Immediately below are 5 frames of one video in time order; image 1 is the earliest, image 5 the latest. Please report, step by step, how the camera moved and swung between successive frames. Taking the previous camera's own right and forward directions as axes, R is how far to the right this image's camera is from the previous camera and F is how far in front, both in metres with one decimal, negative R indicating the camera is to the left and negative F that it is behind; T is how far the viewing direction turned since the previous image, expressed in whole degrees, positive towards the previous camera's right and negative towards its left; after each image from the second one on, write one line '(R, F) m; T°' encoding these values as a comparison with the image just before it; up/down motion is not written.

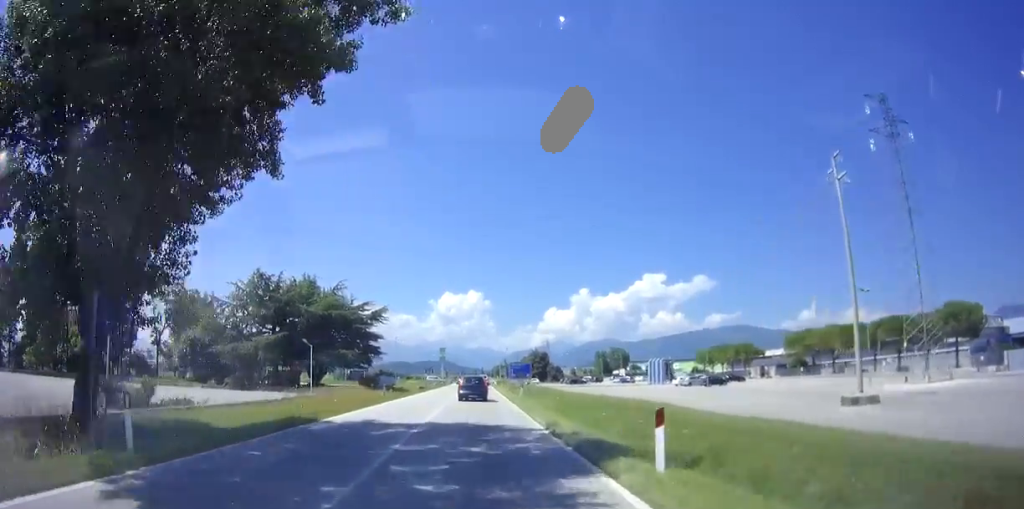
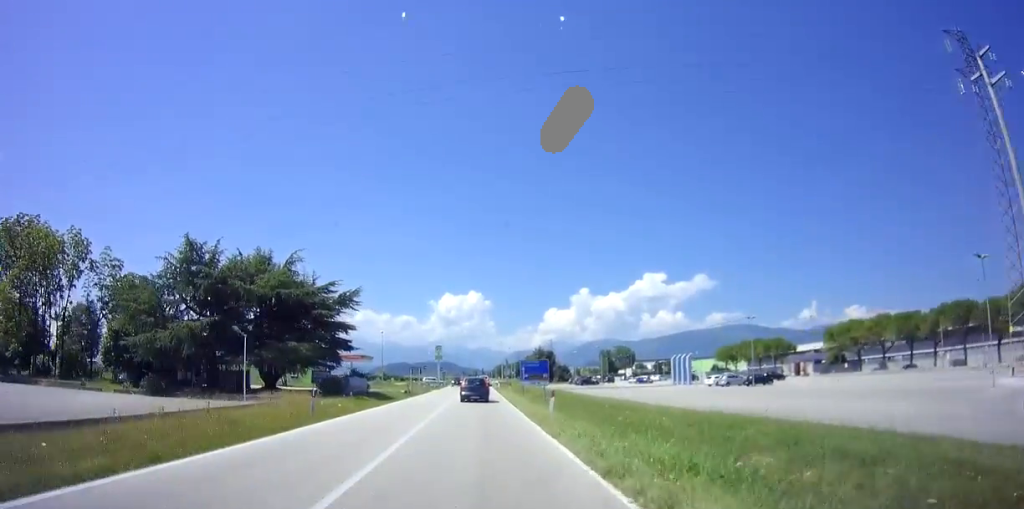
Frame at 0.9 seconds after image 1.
(0.0, +13.3) m; 0°
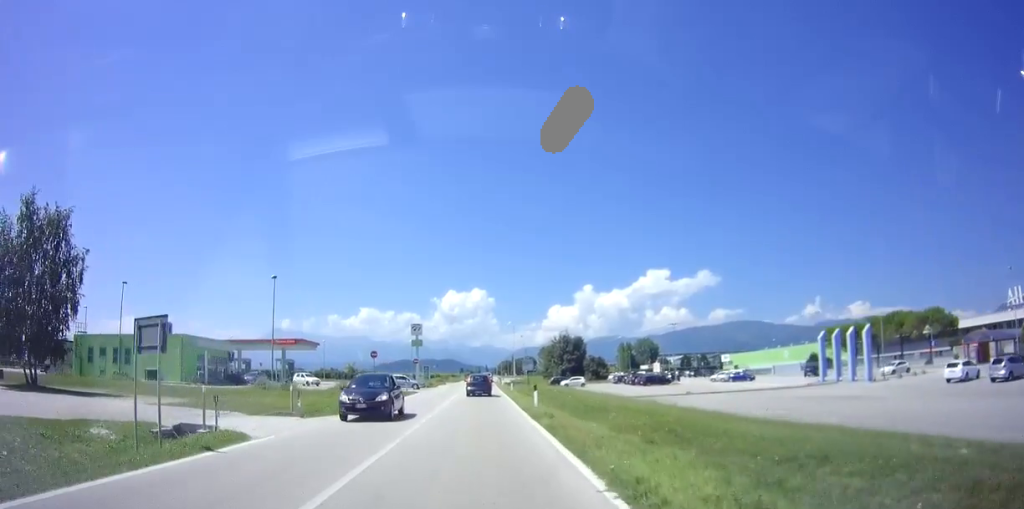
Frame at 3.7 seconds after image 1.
(+0.1, +44.6) m; 0°
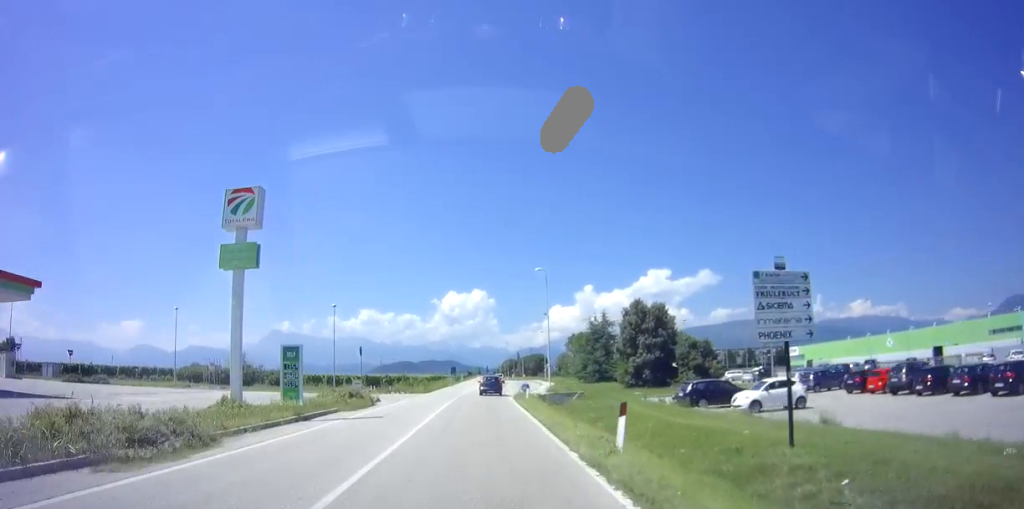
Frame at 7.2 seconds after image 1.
(-0.5, +56.5) m; 0°
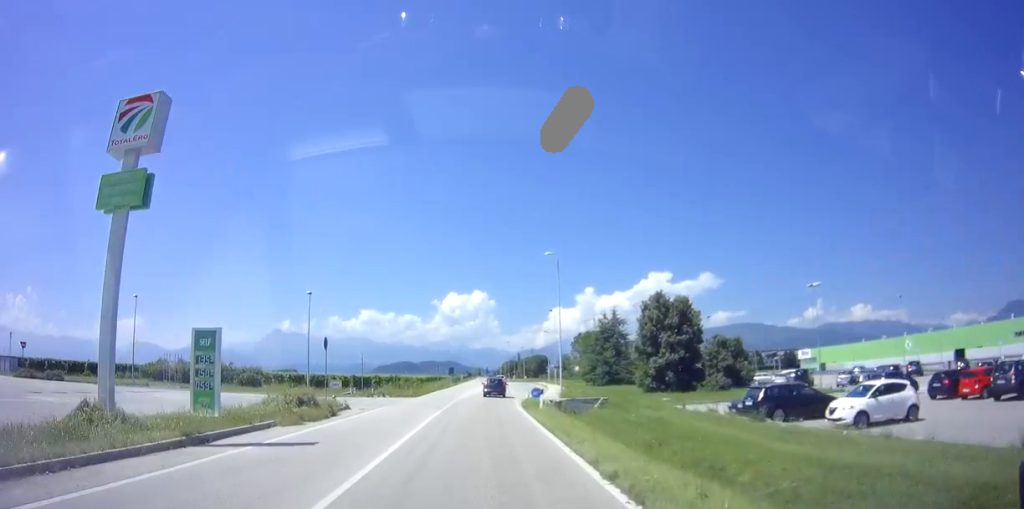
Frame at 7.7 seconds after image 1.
(0.0, +7.6) m; +1°
